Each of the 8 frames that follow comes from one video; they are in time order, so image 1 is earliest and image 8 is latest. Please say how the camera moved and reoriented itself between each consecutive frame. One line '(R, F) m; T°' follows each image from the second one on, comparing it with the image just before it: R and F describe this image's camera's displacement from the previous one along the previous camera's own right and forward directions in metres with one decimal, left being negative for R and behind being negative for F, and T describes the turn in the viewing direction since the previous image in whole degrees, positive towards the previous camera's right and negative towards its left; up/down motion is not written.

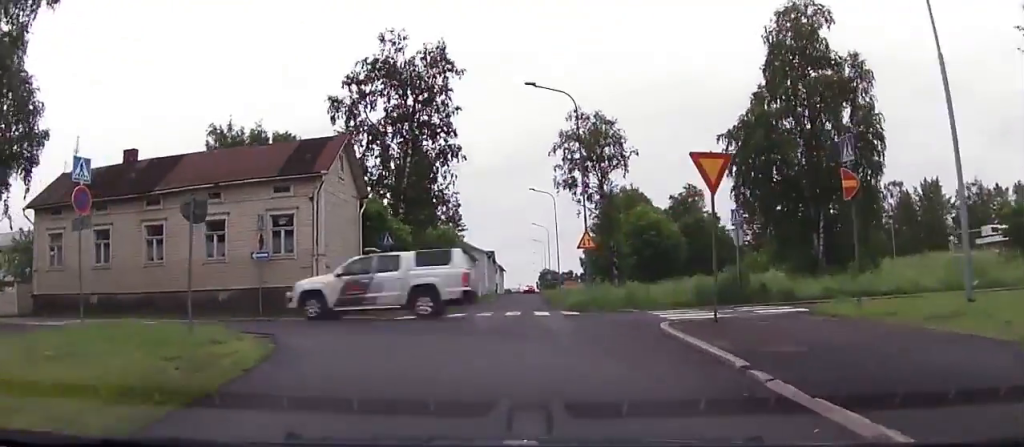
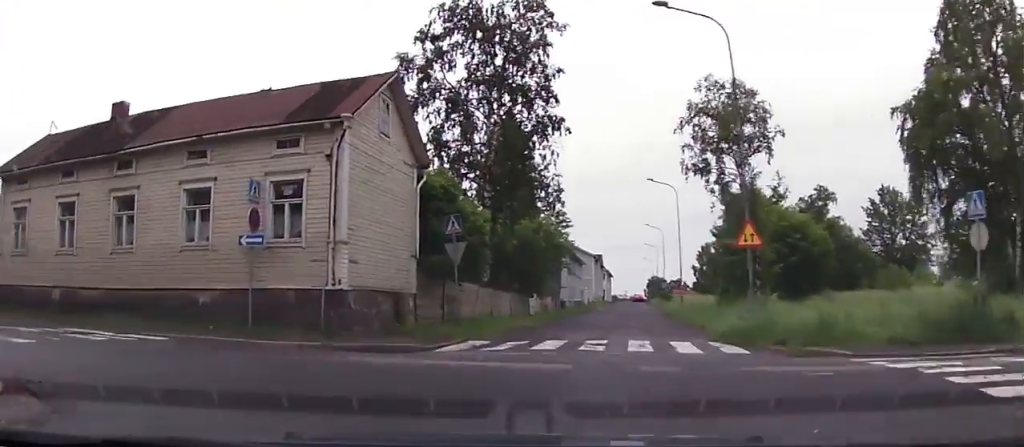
(-0.6, +7.5) m; -16°
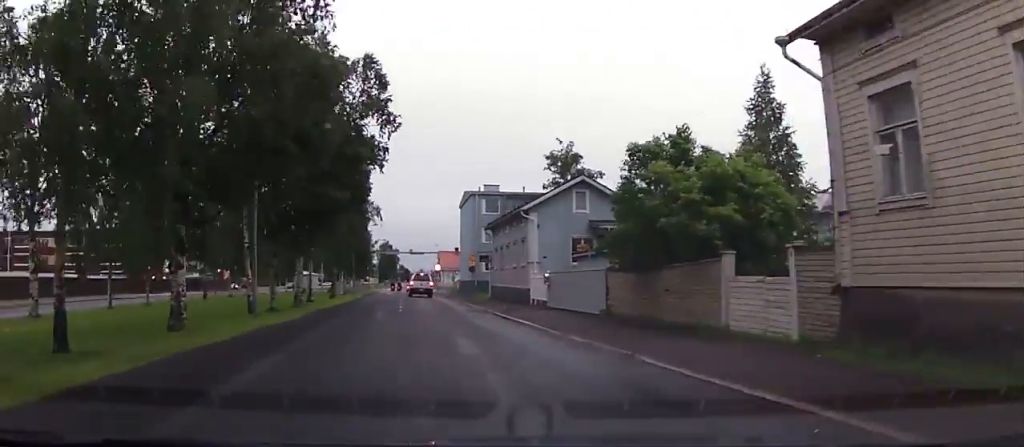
(-5.8, +12.6) m; -49°
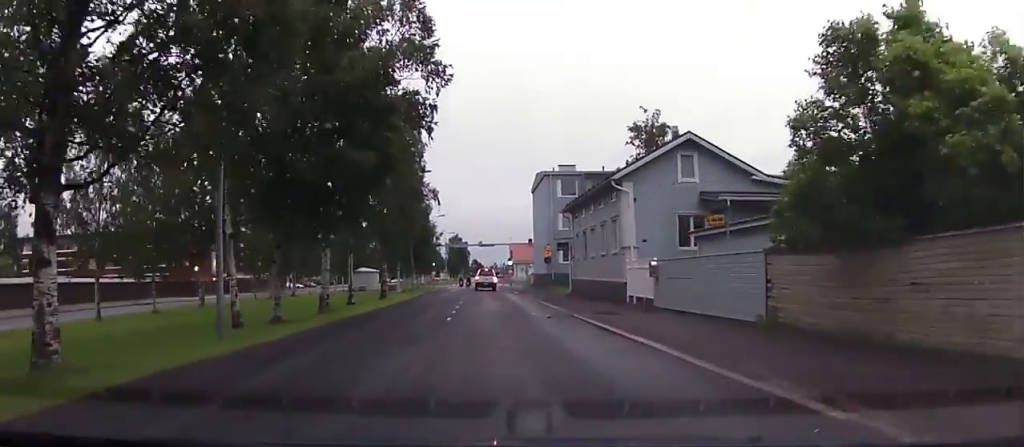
(-1.2, +7.1) m; -12°
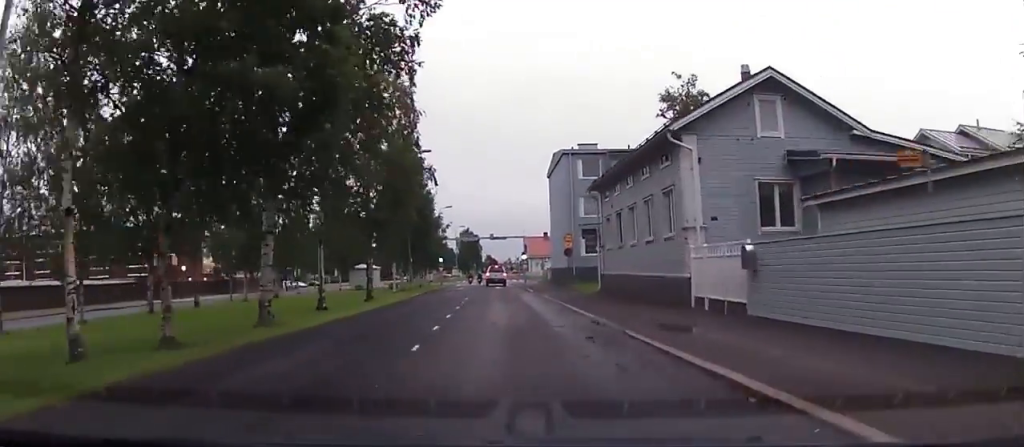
(-0.4, +7.6) m; -9°
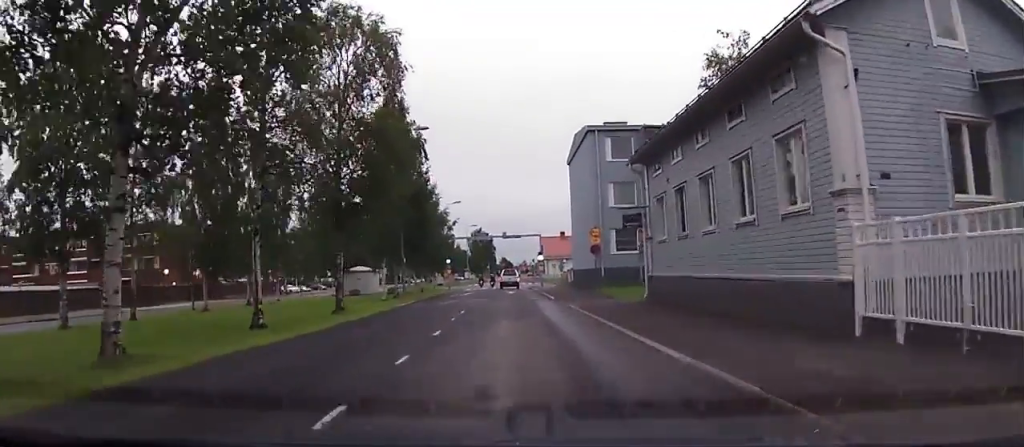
(-0.9, +8.8) m; -6°
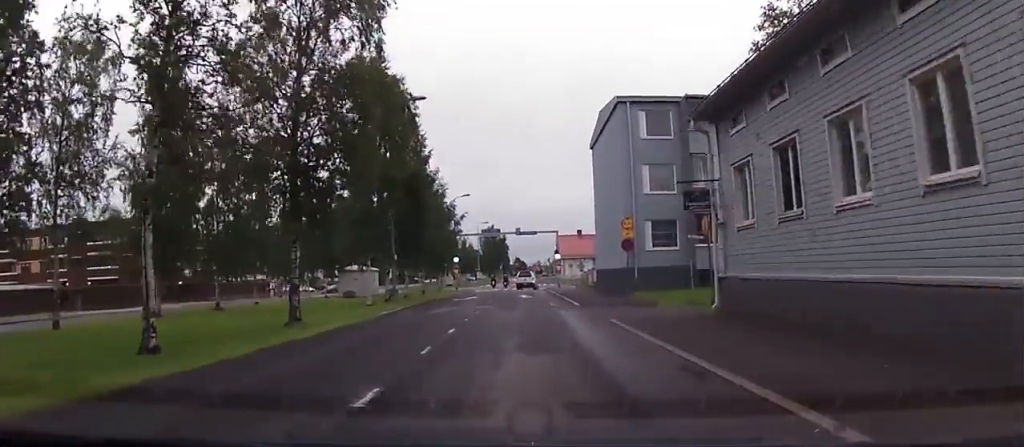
(-0.3, +7.5) m; -2°
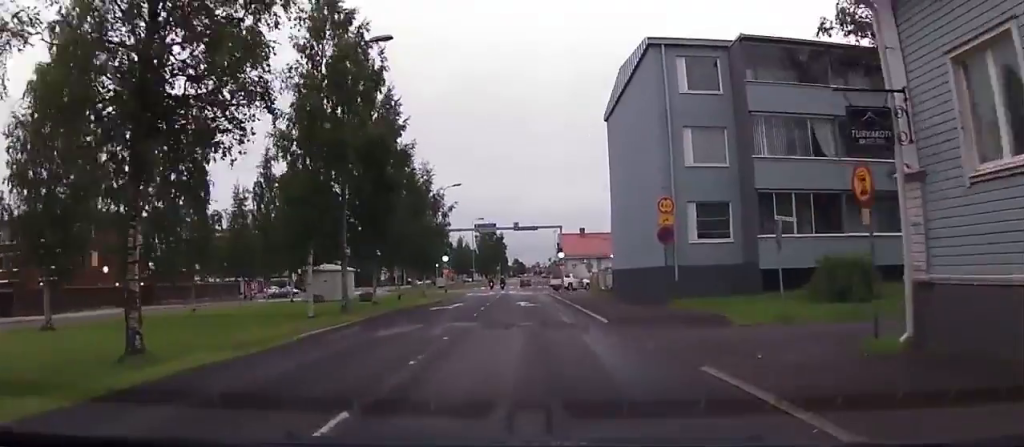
(-0.5, +10.1) m; +2°
